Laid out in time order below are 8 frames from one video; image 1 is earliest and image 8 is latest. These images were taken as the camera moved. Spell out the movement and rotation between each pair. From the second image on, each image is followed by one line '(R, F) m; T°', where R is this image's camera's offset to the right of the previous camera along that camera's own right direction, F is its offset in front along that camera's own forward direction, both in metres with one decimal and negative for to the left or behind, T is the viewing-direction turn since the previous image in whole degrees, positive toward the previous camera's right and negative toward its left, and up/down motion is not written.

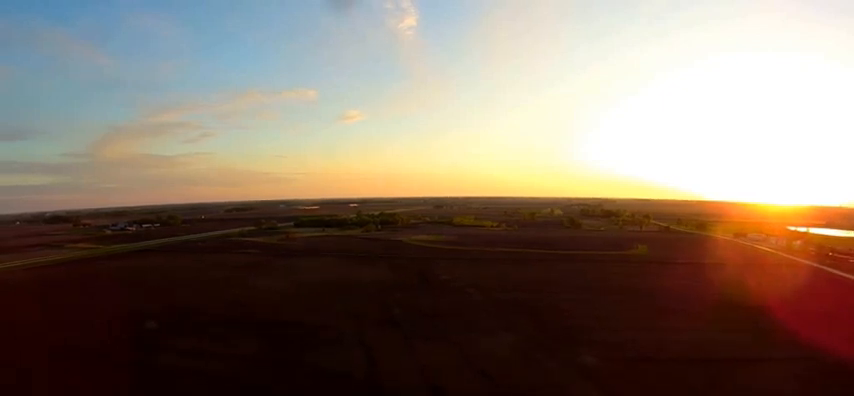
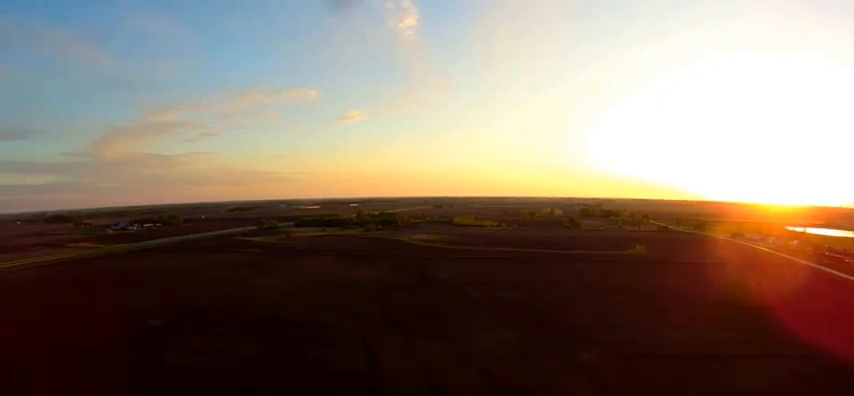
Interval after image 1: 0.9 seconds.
(0.0, +5.4) m; 0°
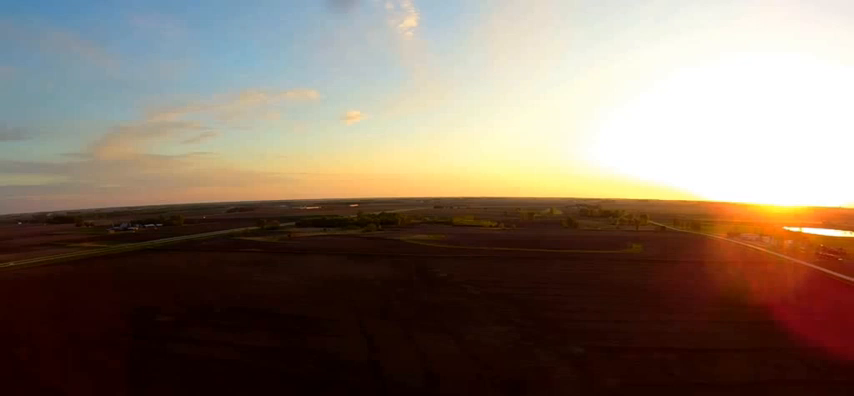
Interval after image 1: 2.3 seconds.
(0.0, +8.0) m; 0°
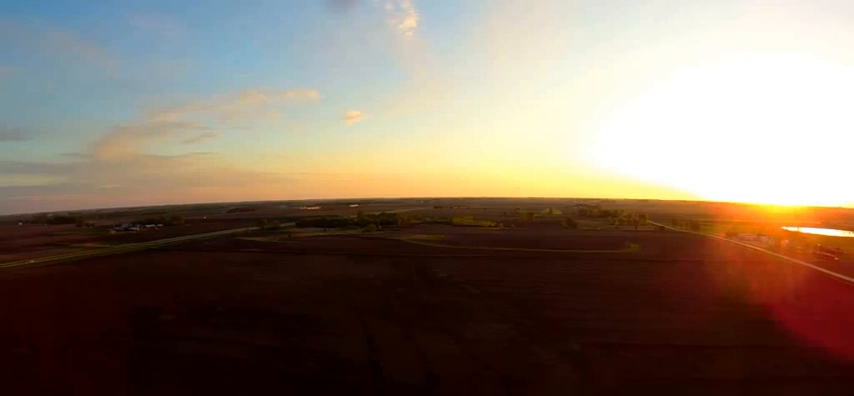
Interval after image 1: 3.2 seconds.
(0.0, +4.8) m; 0°
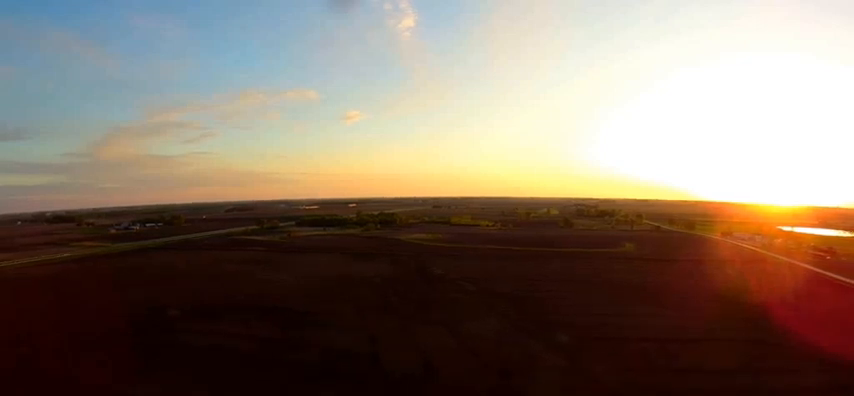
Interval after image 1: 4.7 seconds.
(0.0, +8.9) m; 0°
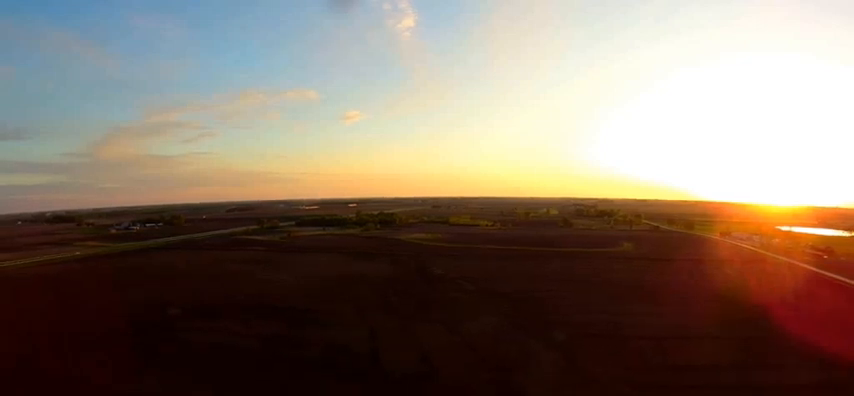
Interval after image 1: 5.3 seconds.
(0.0, +3.0) m; 0°
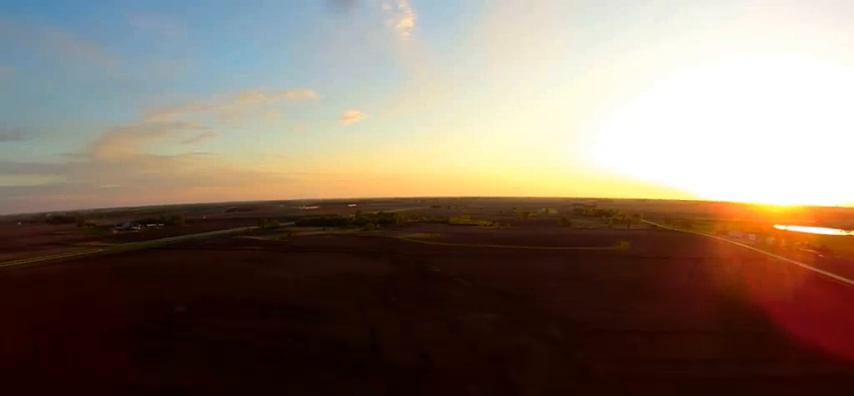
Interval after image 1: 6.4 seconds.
(0.0, +6.7) m; 0°
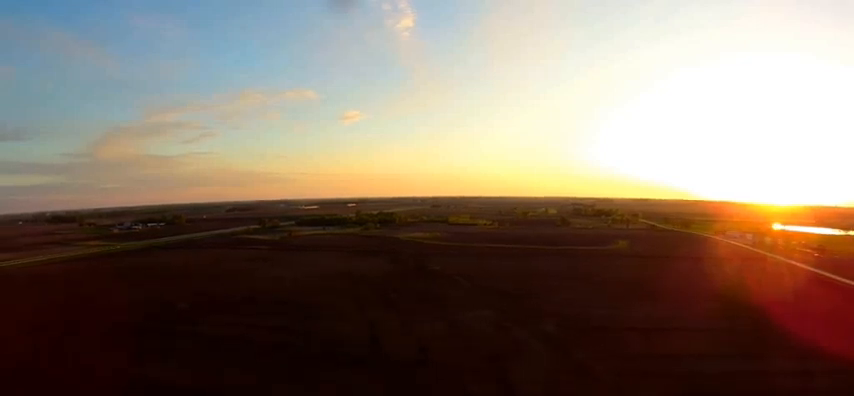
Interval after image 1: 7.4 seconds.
(0.0, +5.5) m; -1°
